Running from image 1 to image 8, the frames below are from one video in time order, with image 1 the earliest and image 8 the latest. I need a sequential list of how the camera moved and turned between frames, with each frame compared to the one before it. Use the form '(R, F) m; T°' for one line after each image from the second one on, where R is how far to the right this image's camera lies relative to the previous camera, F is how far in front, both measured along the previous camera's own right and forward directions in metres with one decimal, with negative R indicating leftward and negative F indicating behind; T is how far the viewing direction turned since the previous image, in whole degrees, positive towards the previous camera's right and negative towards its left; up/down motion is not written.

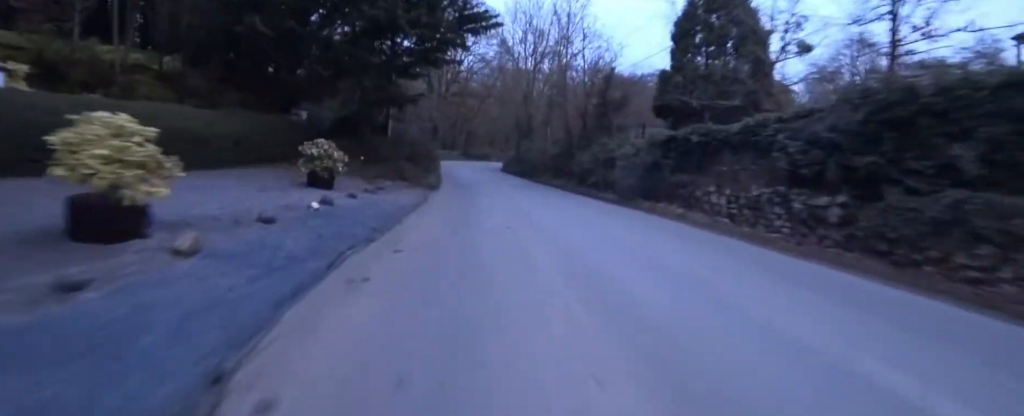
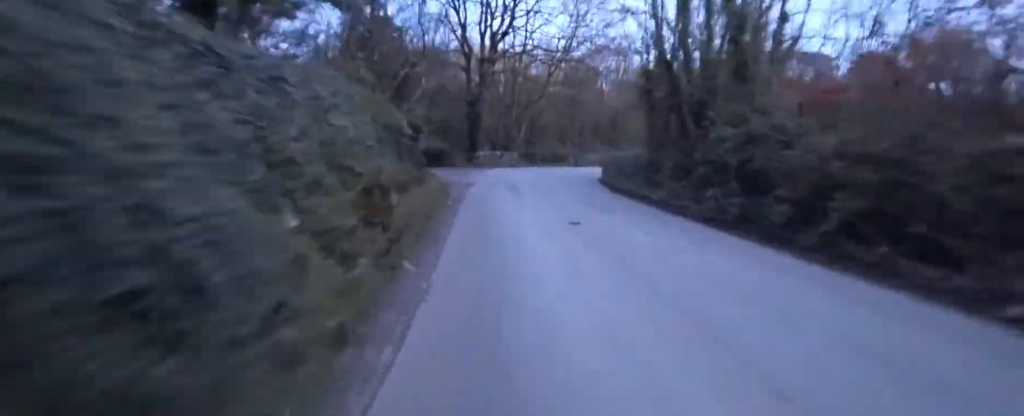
(-0.4, +17.7) m; +2°
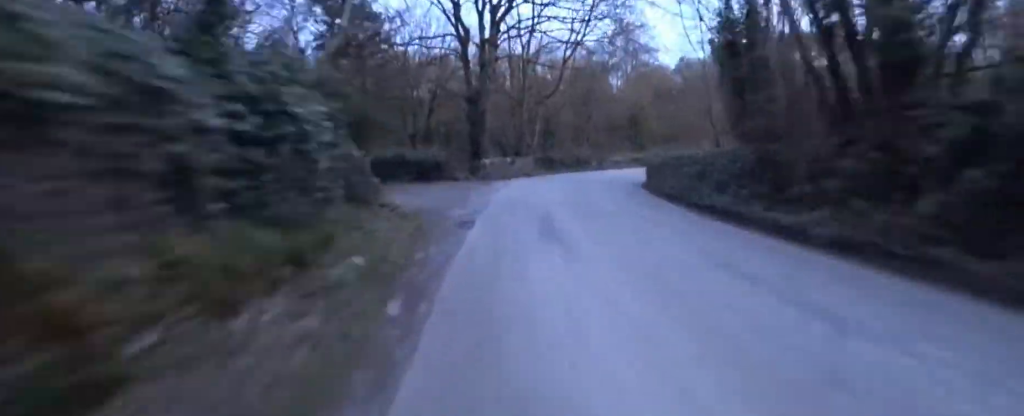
(-0.2, +3.2) m; +8°
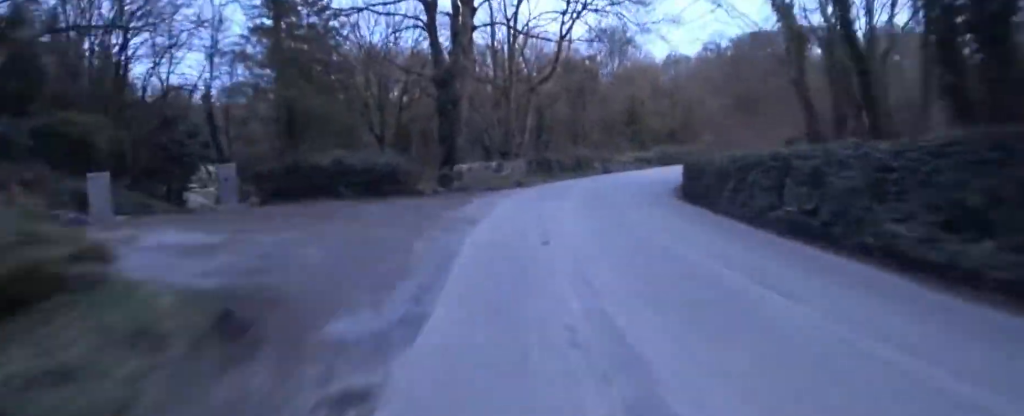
(+0.6, +4.4) m; +7°
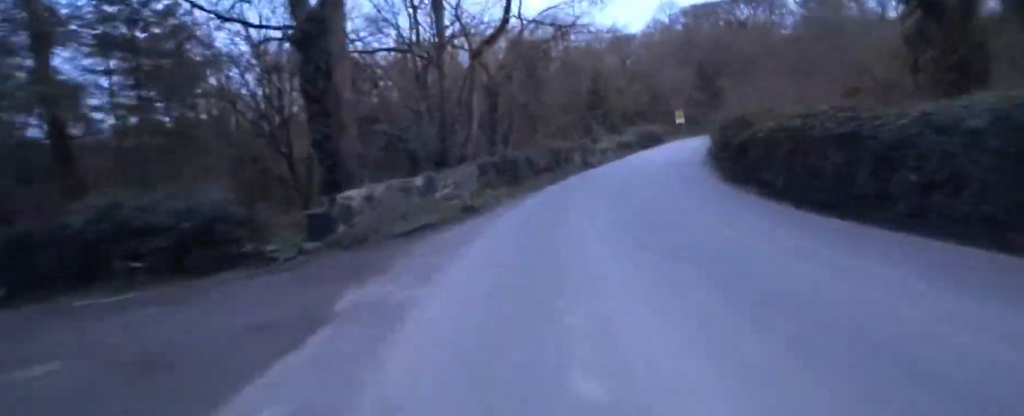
(+0.4, +7.0) m; +4°
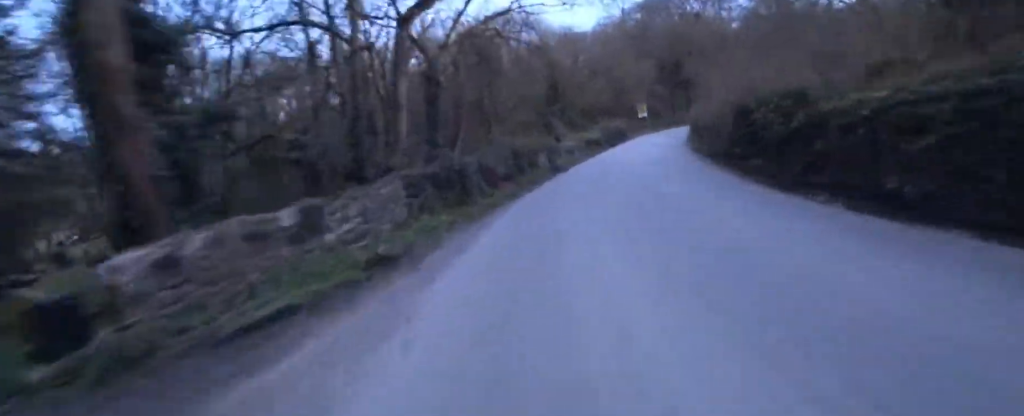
(0.0, +4.0) m; 0°
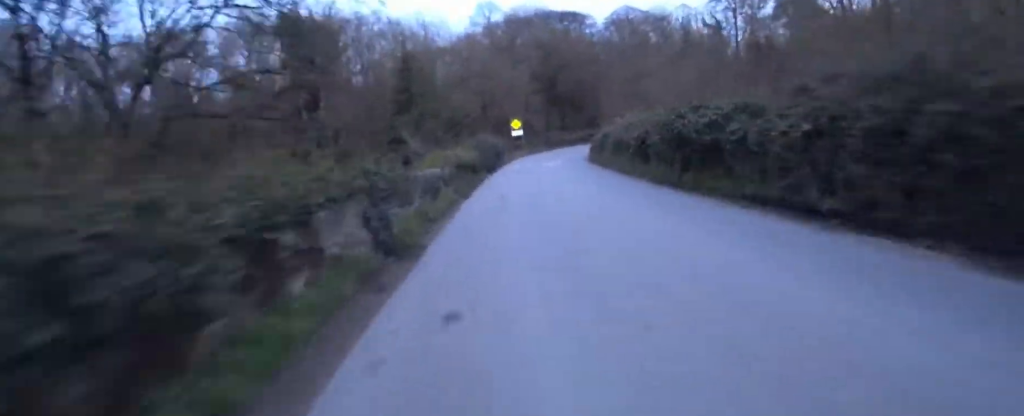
(0.0, +11.0) m; +3°
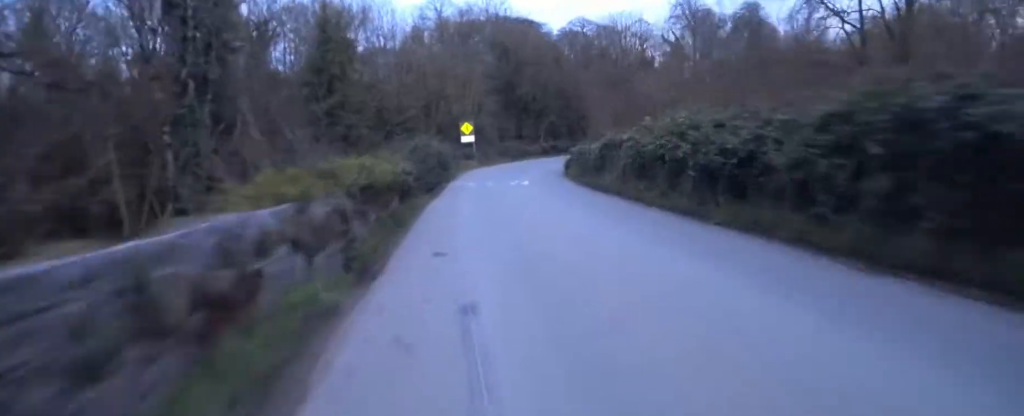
(-0.1, +6.9) m; +10°
